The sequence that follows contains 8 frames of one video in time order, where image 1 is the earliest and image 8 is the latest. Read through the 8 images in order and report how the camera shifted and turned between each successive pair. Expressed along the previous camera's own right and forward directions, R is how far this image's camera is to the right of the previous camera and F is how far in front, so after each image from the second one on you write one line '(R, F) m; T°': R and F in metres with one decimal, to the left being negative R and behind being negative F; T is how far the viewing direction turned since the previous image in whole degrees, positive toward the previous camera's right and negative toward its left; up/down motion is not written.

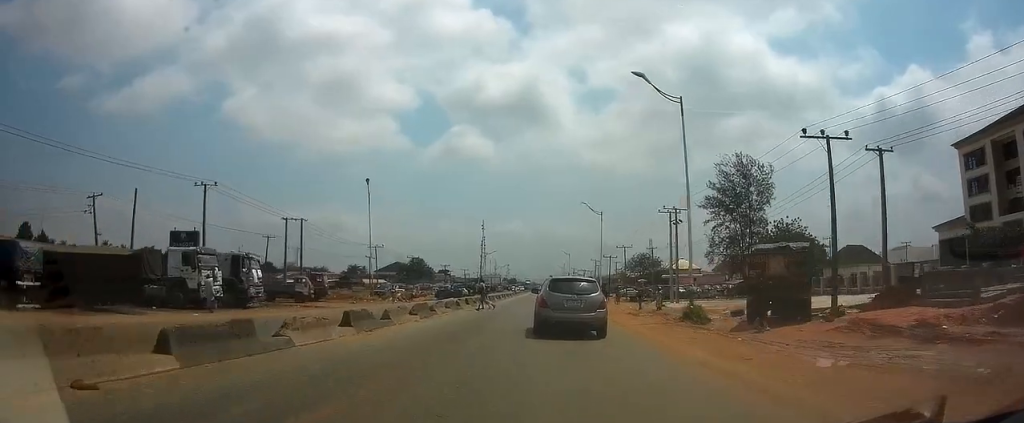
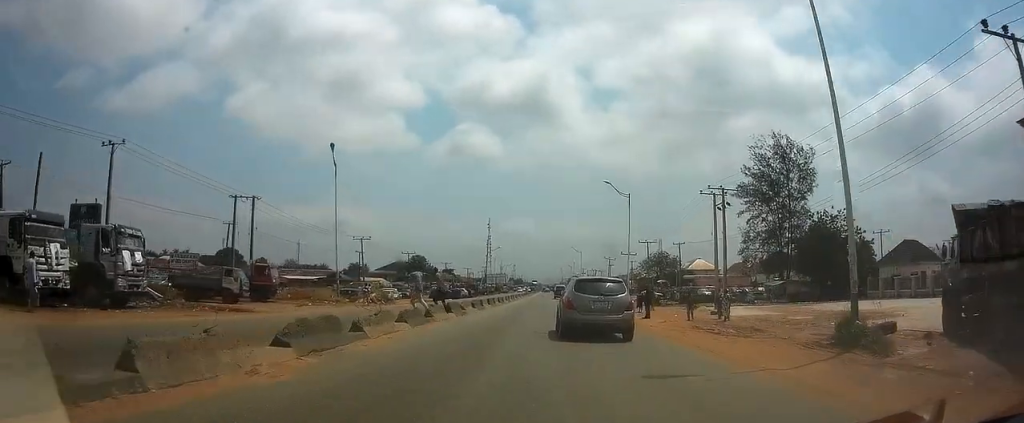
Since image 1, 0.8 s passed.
(0.0, +12.5) m; 0°
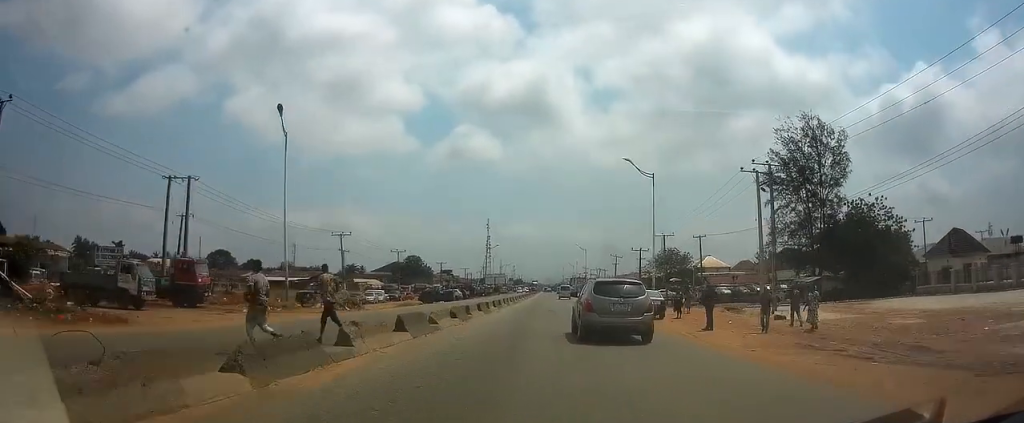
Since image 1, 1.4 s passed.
(0.0, +9.8) m; 0°
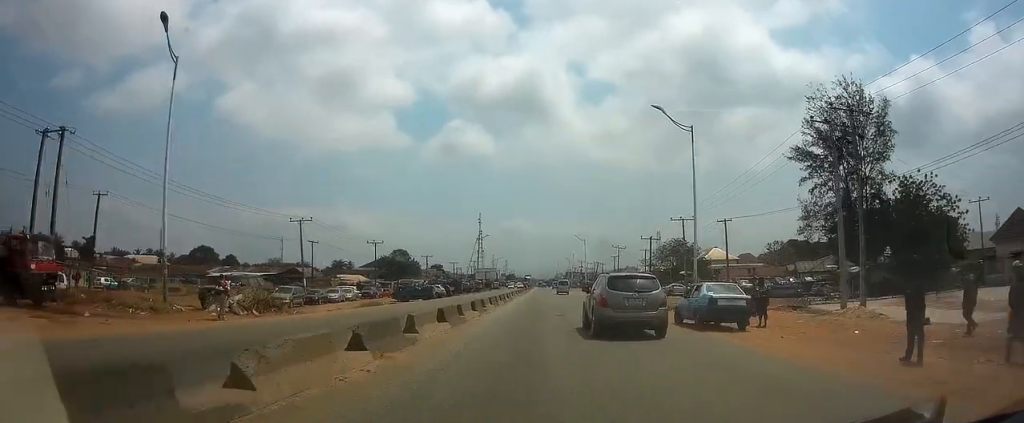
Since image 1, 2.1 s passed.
(0.0, +11.7) m; 0°
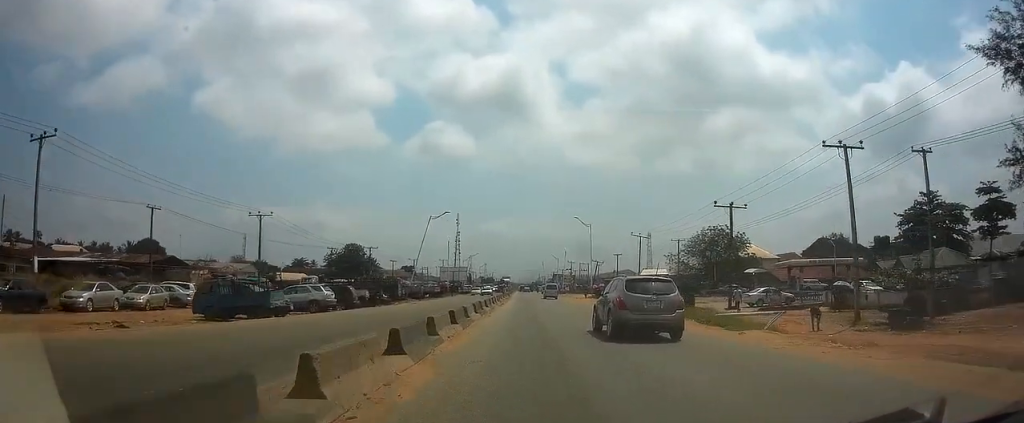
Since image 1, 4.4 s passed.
(+0.7, +36.7) m; +2°
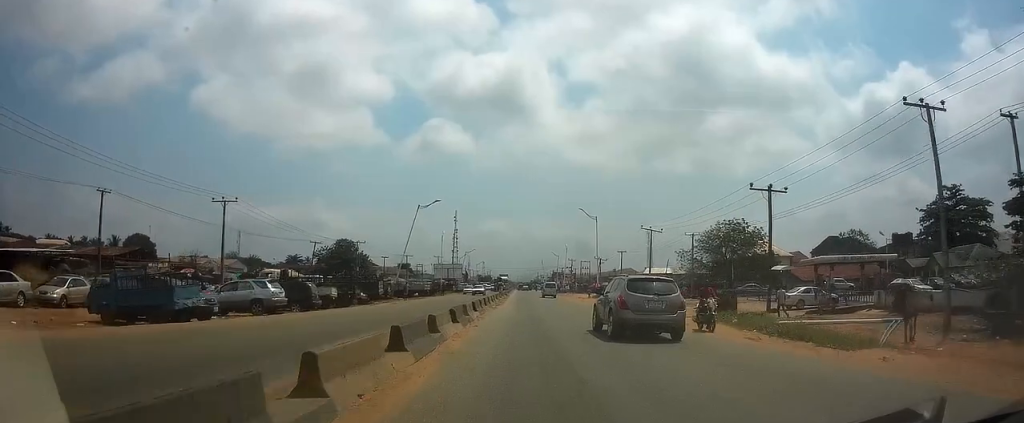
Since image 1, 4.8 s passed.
(0.0, +6.9) m; 0°
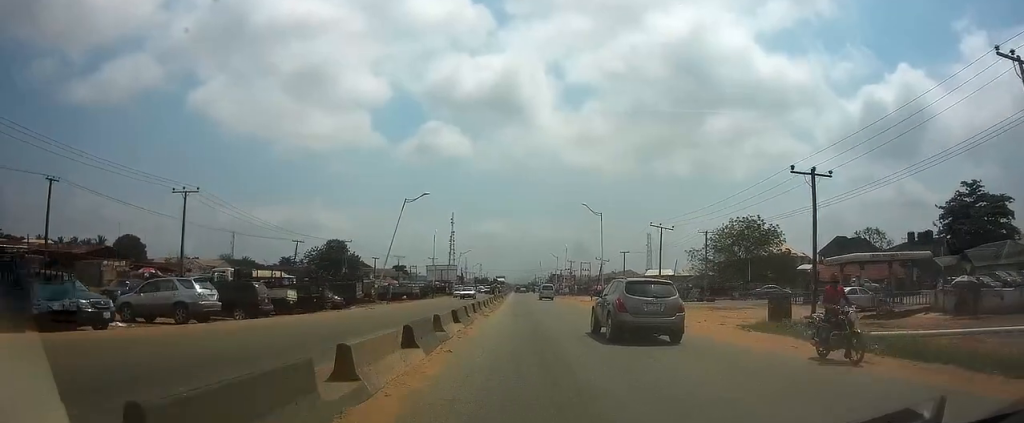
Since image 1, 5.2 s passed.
(0.0, +6.2) m; 0°
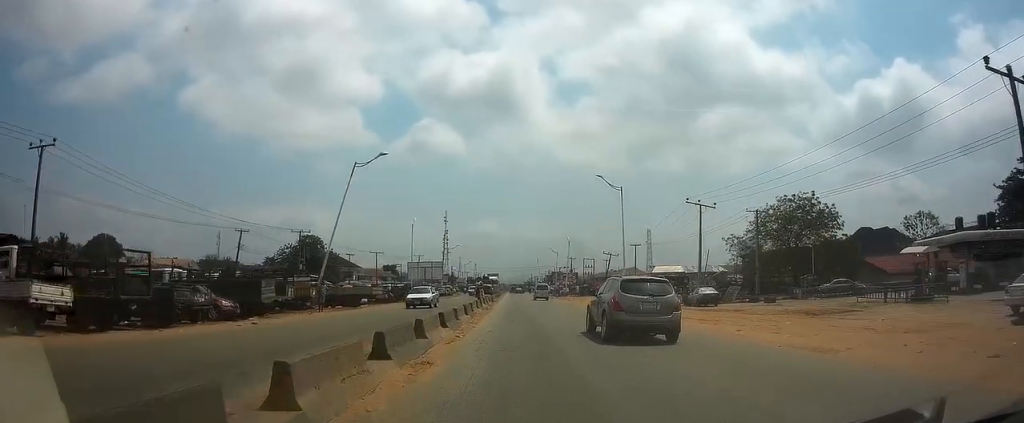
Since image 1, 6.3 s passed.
(0.0, +16.1) m; 0°
